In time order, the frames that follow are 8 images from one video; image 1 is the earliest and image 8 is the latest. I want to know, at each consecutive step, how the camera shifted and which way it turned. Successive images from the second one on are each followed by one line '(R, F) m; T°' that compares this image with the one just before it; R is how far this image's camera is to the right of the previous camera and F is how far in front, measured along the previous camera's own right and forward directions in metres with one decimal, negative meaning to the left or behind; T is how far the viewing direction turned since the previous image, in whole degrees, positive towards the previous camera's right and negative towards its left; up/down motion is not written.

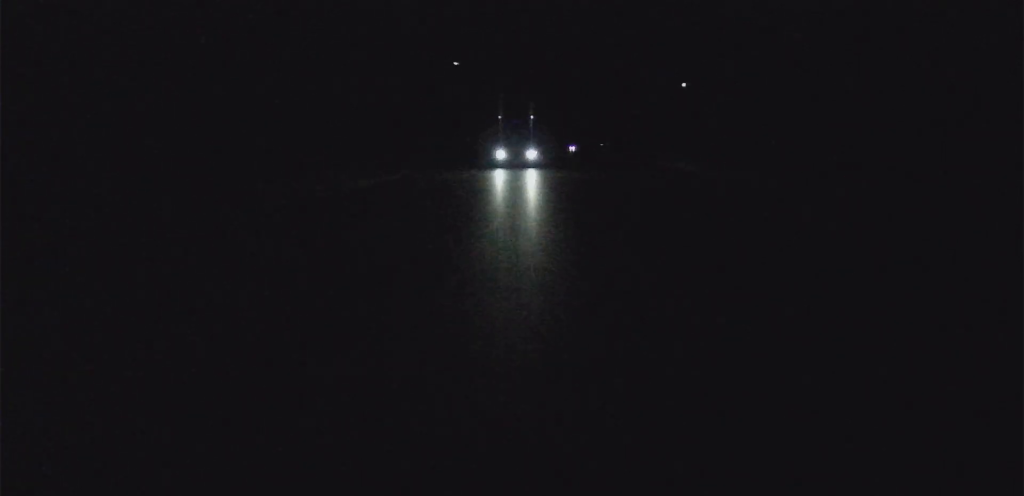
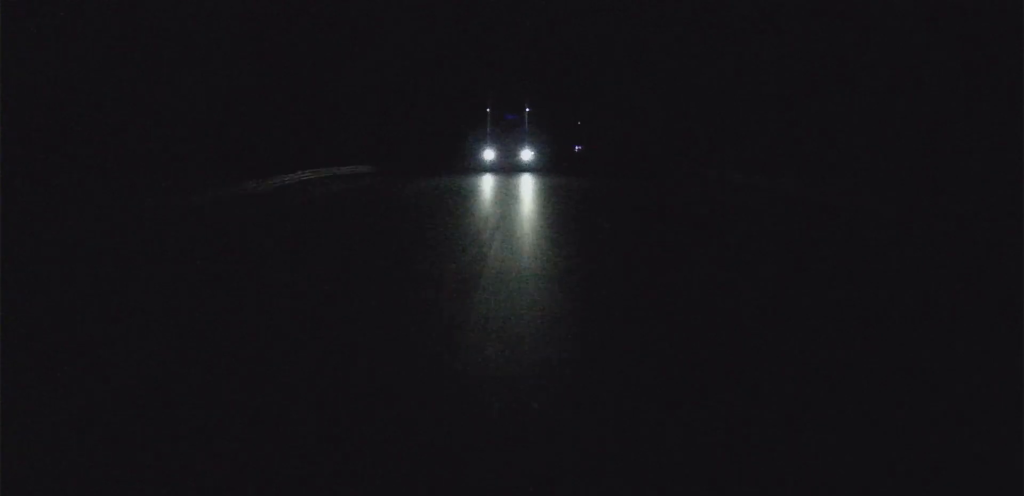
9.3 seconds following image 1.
(-31.3, +248.4) m; -12°
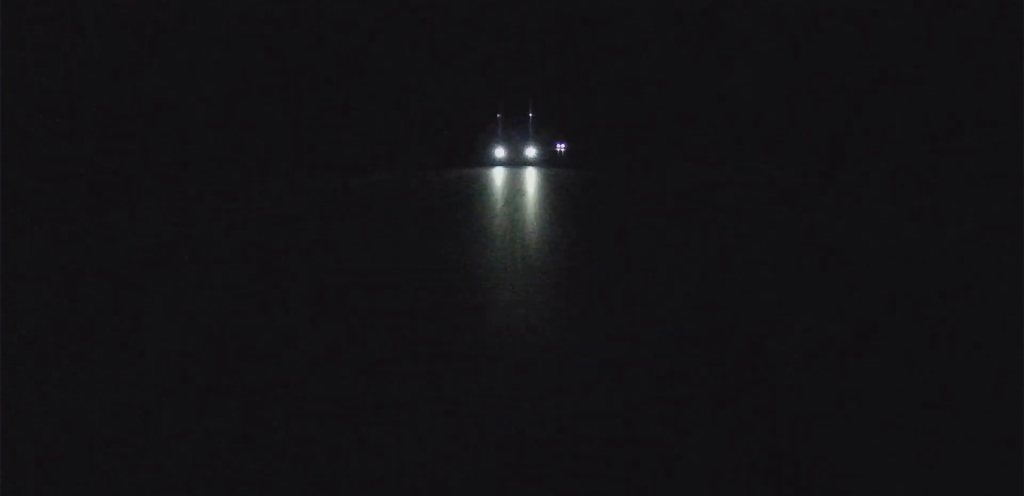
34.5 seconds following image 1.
(-190.5, +639.4) m; -29°
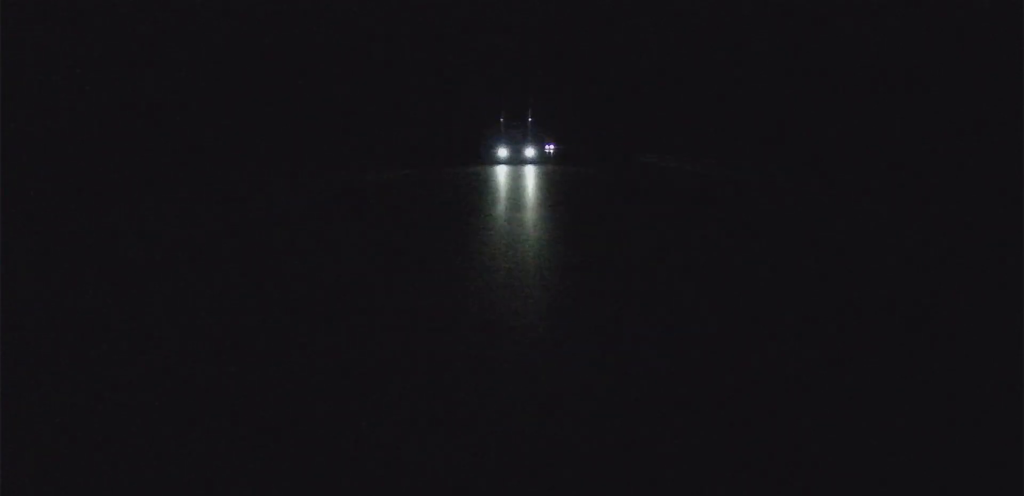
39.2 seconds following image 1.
(-5.0, +122.2) m; -1°
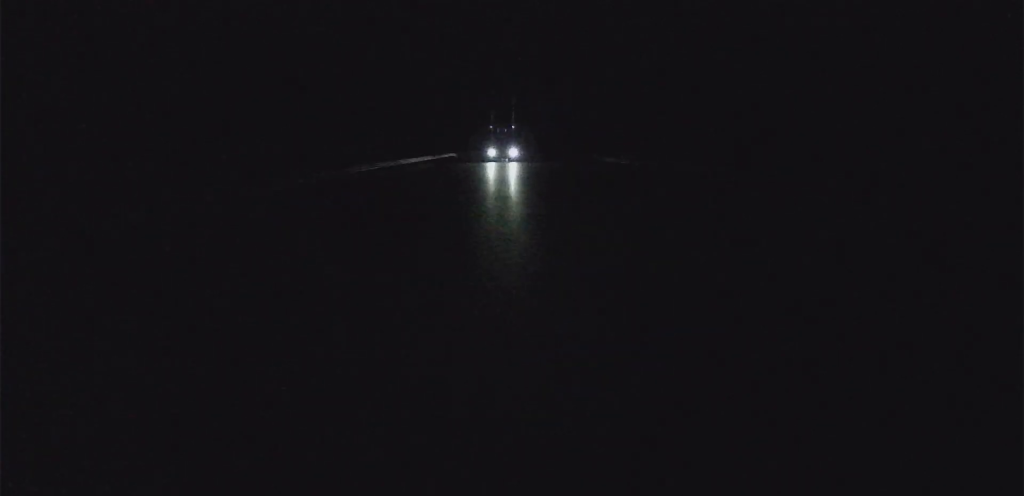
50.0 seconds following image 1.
(-6.3, +278.4) m; +2°
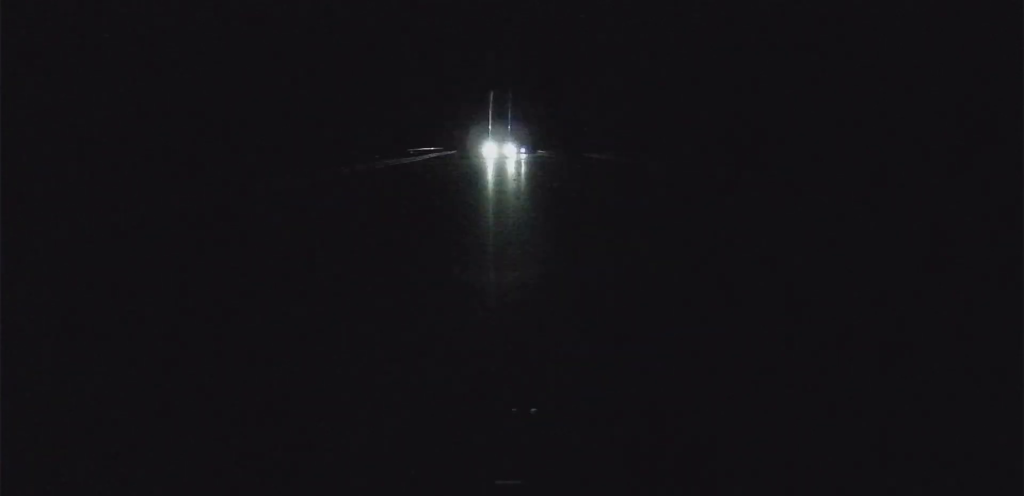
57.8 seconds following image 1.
(+5.9, +189.1) m; +6°
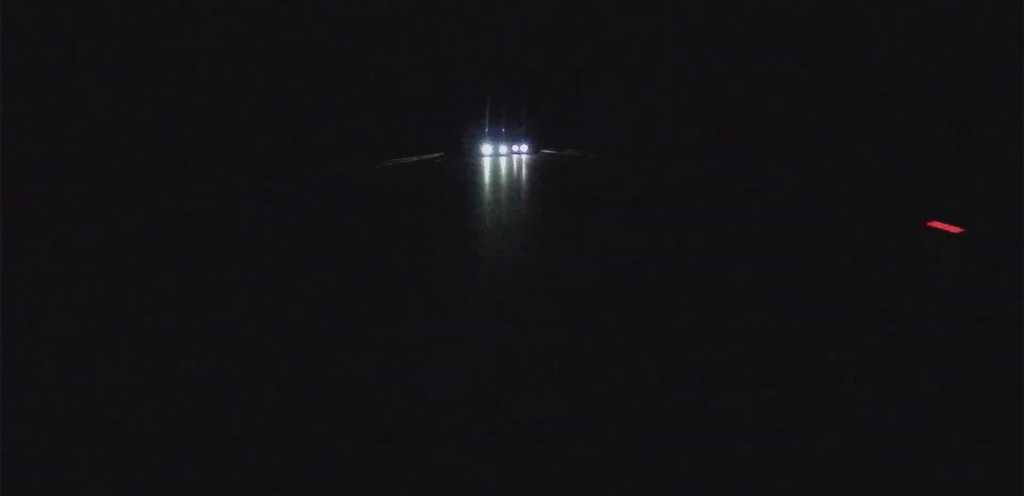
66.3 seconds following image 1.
(+14.9, +189.7) m; +6°
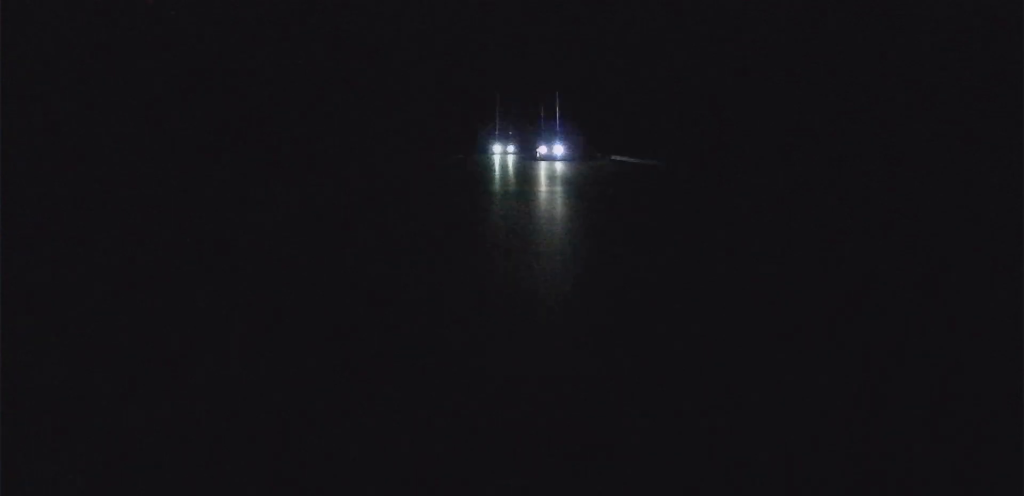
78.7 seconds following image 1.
(+15.5, +238.6) m; +9°
